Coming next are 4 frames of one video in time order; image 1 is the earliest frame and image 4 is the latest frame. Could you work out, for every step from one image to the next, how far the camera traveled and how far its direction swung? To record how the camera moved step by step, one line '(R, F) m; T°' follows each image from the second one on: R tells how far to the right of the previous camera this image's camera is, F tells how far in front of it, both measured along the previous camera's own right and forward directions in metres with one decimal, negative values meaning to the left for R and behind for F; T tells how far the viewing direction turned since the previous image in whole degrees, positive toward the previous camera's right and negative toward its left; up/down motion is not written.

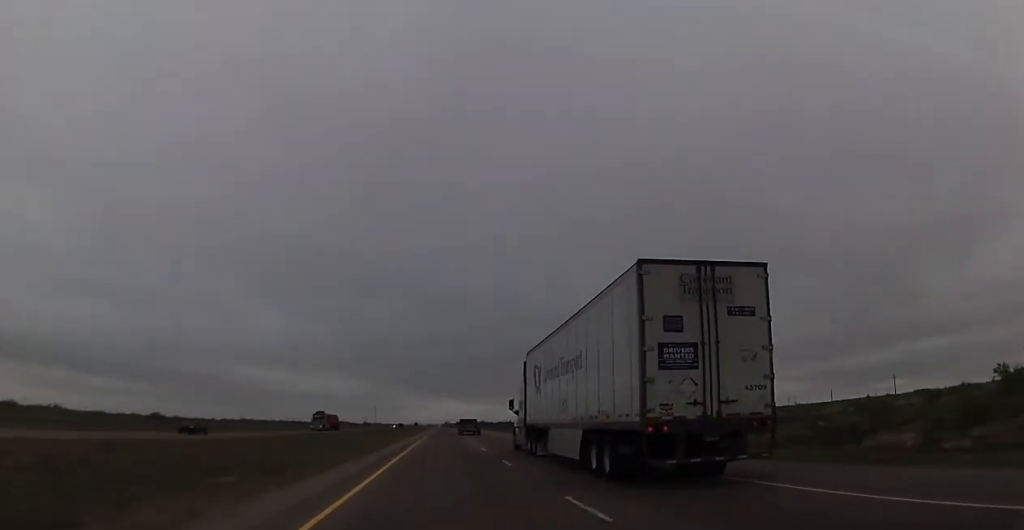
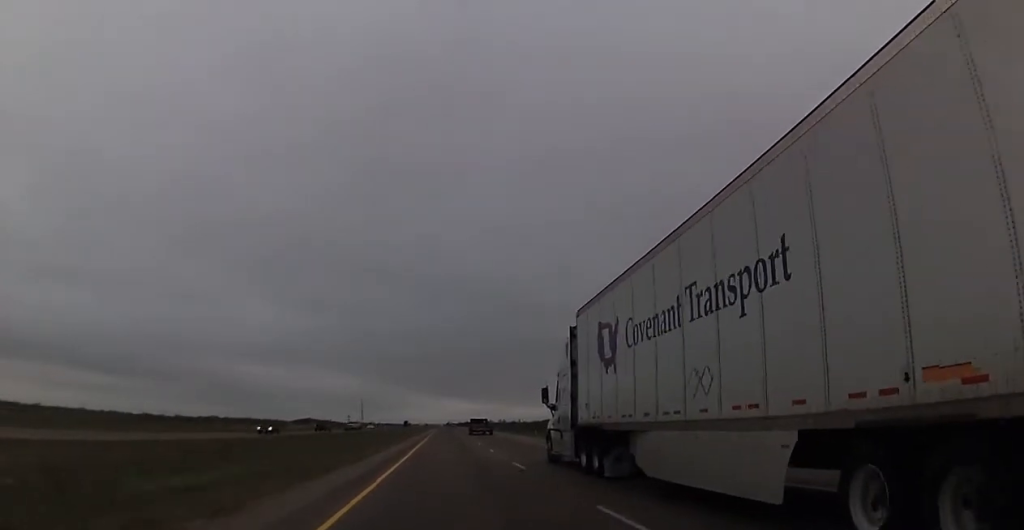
(-1.0, +98.6) m; -1°
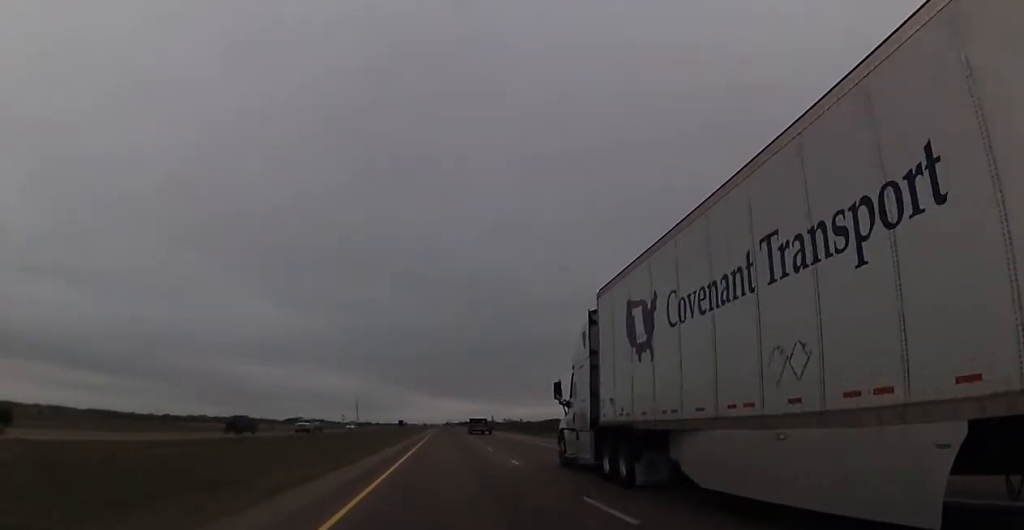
(0.0, +23.3) m; 0°
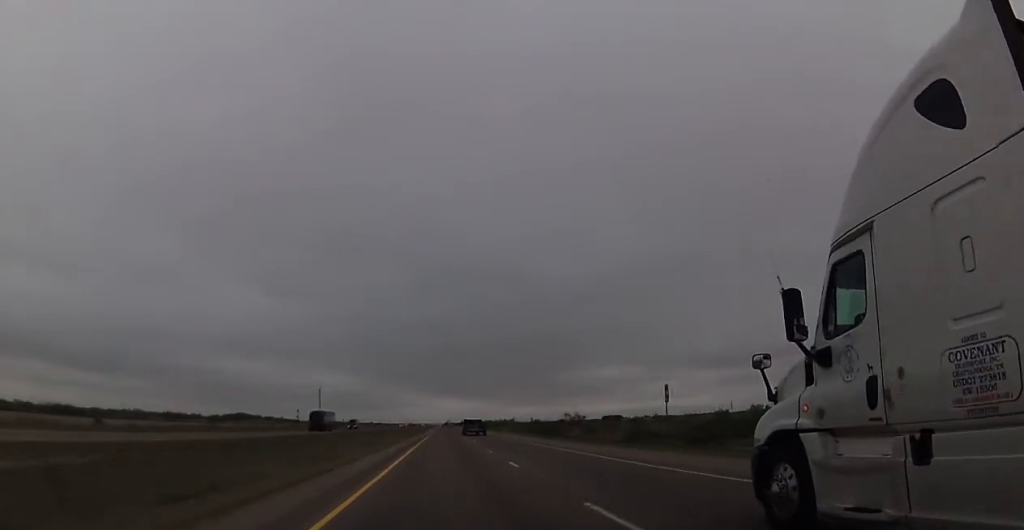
(+0.6, +122.1) m; 0°
